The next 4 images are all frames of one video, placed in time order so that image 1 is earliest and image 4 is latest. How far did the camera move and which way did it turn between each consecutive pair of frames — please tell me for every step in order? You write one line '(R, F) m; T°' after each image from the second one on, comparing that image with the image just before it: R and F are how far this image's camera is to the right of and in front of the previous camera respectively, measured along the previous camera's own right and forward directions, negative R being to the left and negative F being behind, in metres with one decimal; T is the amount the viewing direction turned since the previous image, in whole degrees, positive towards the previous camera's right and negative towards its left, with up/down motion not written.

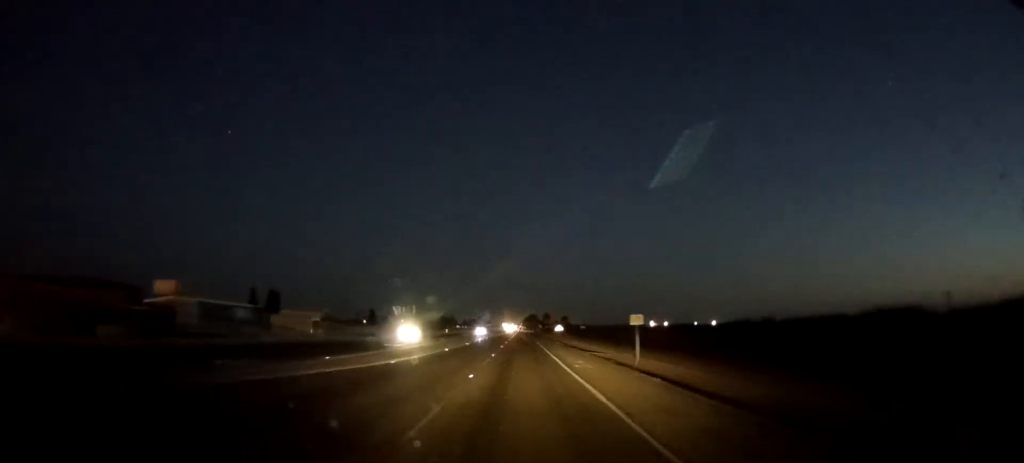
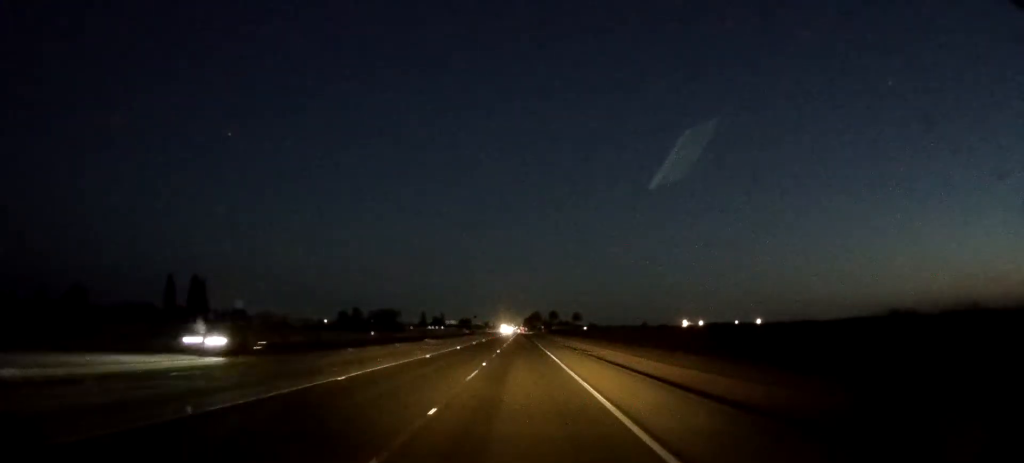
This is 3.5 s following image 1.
(-0.7, +80.2) m; 0°
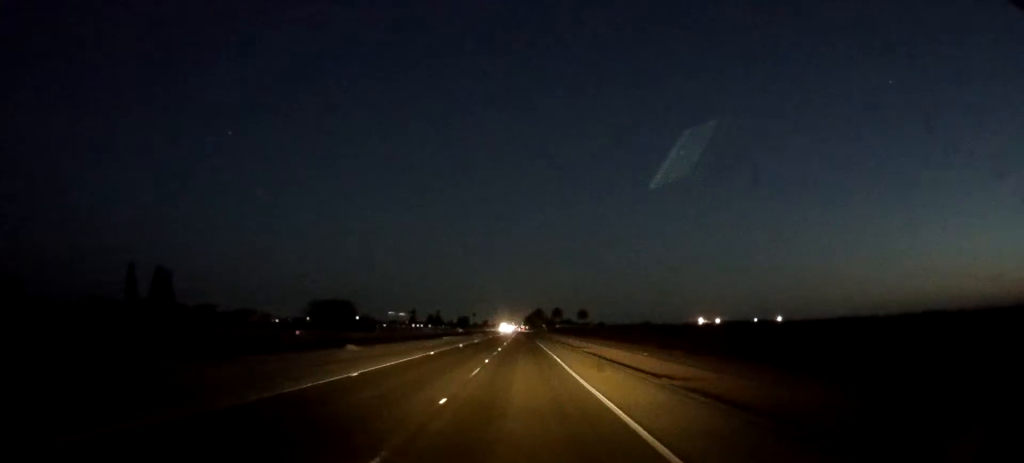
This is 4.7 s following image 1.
(+0.4, +28.1) m; +2°
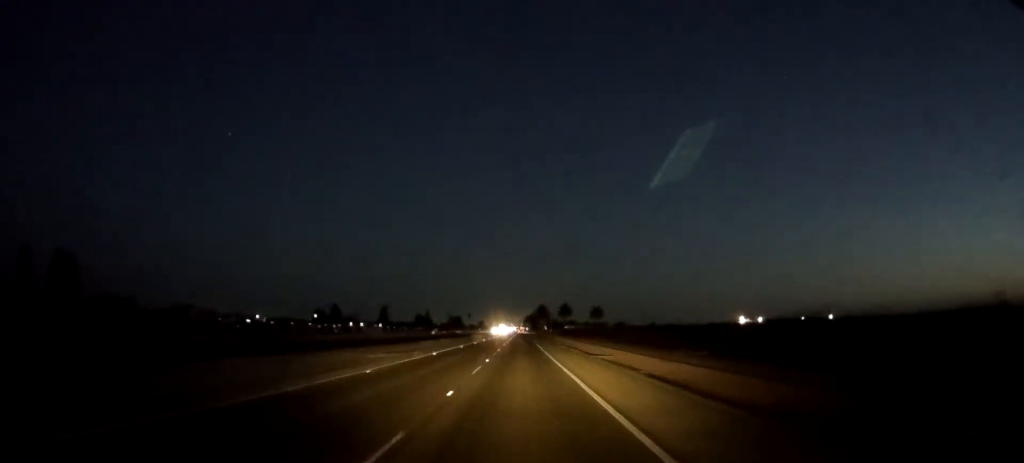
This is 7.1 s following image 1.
(-1.0, +57.2) m; -2°
